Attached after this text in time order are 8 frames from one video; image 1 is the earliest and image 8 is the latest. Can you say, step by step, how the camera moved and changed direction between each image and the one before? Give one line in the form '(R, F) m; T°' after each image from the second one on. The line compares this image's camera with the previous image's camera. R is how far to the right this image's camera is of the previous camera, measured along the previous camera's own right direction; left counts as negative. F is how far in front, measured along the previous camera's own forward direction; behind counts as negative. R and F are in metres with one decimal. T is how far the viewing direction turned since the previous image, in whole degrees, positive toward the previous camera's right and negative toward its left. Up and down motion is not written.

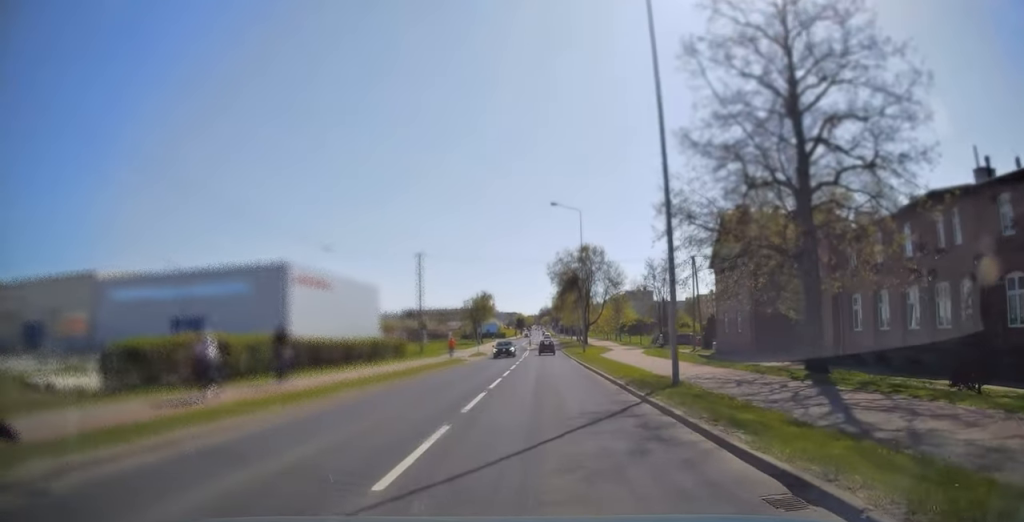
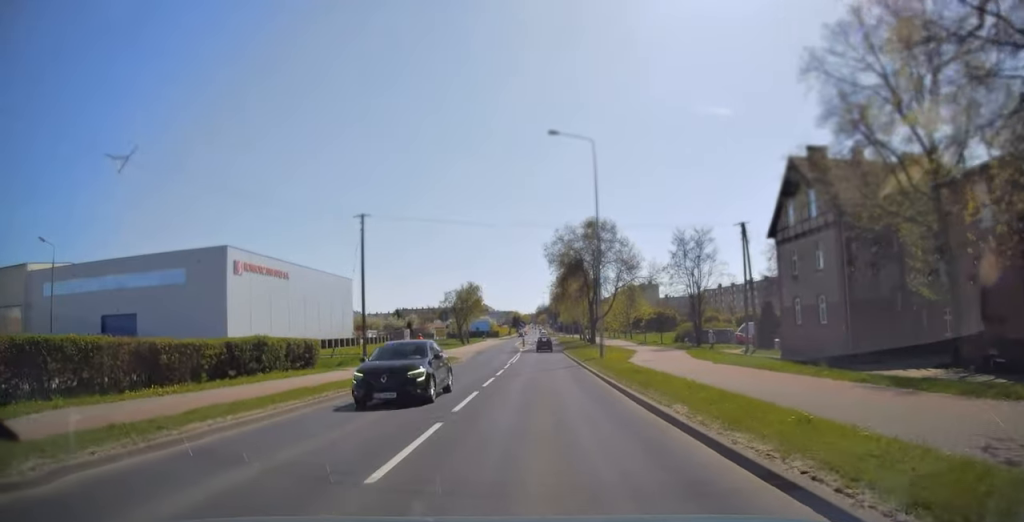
(-0.1, +17.6) m; 0°
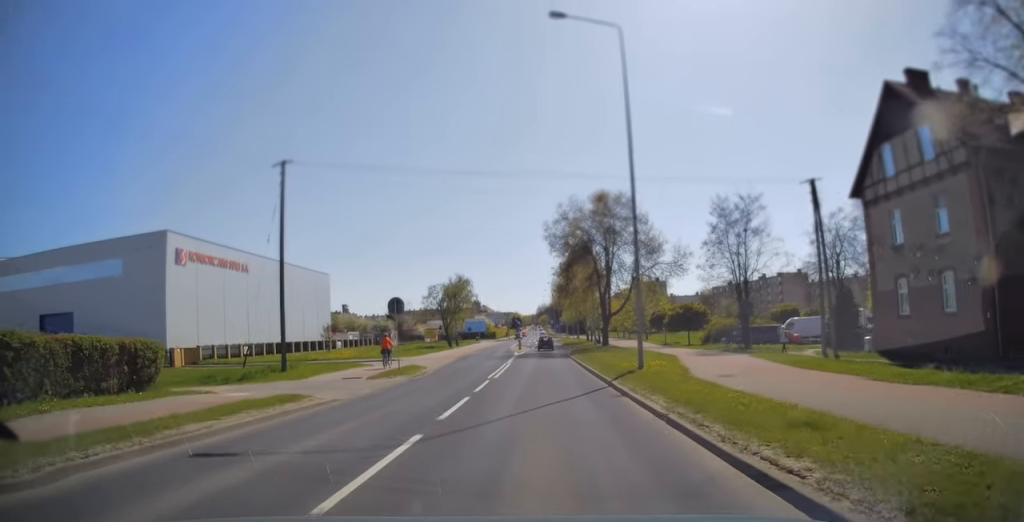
(+0.2, +13.0) m; 0°
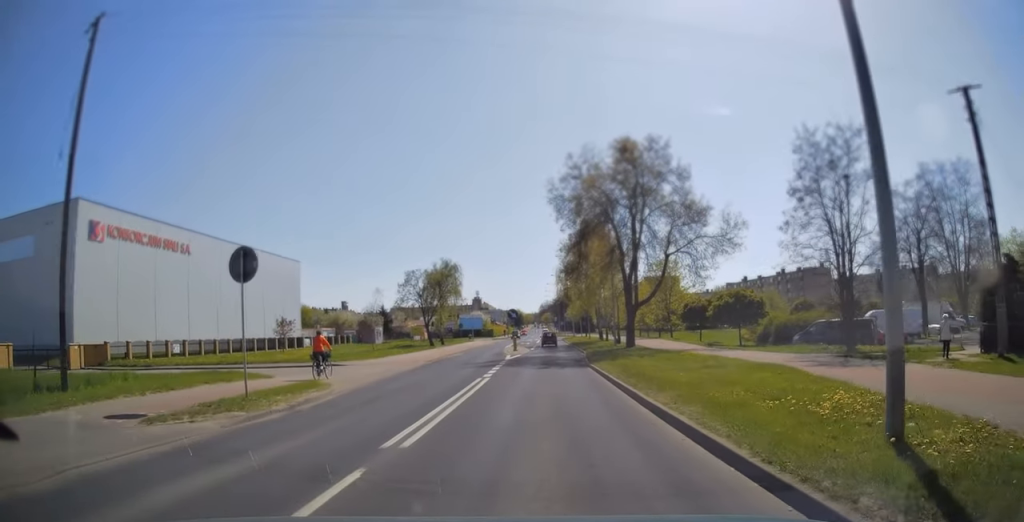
(-0.2, +14.6) m; 0°
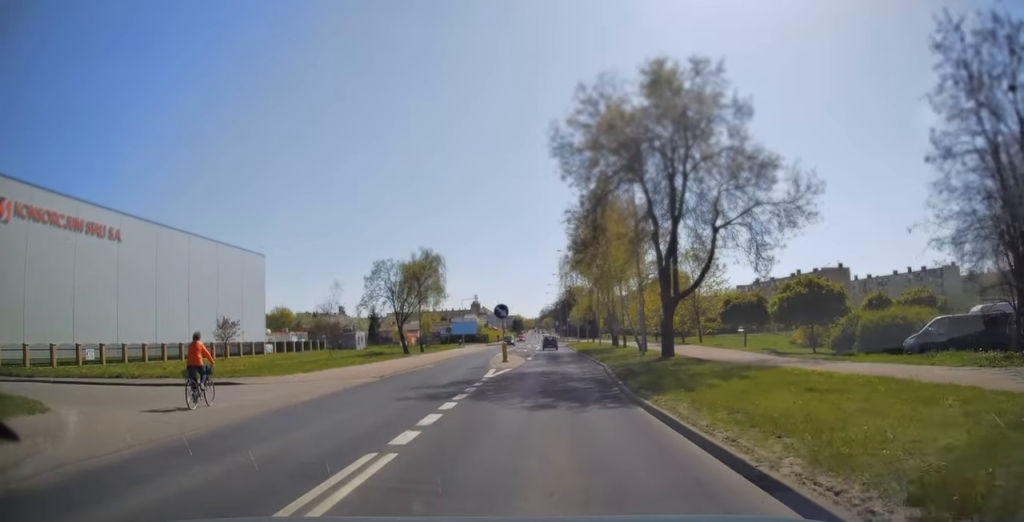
(+0.1, +12.2) m; 0°
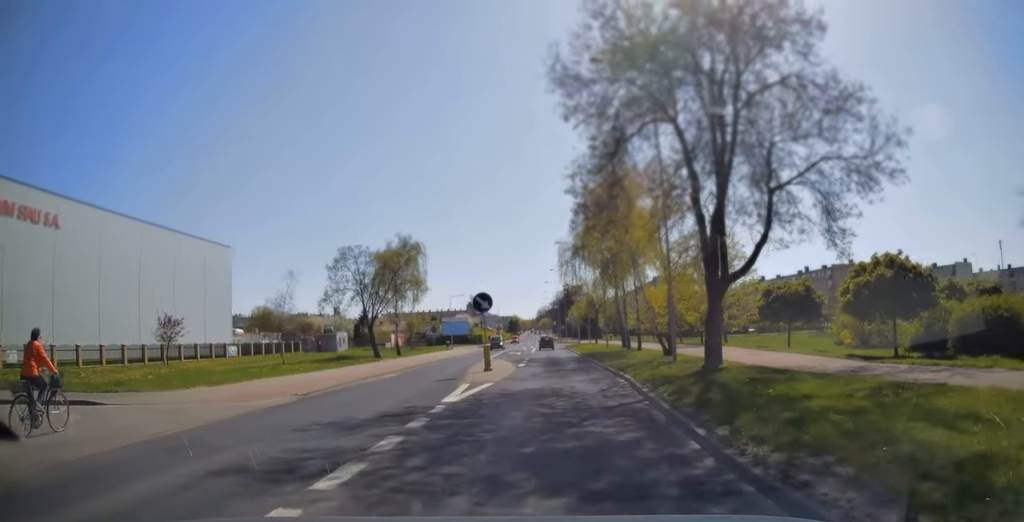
(0.0, +8.3) m; 0°
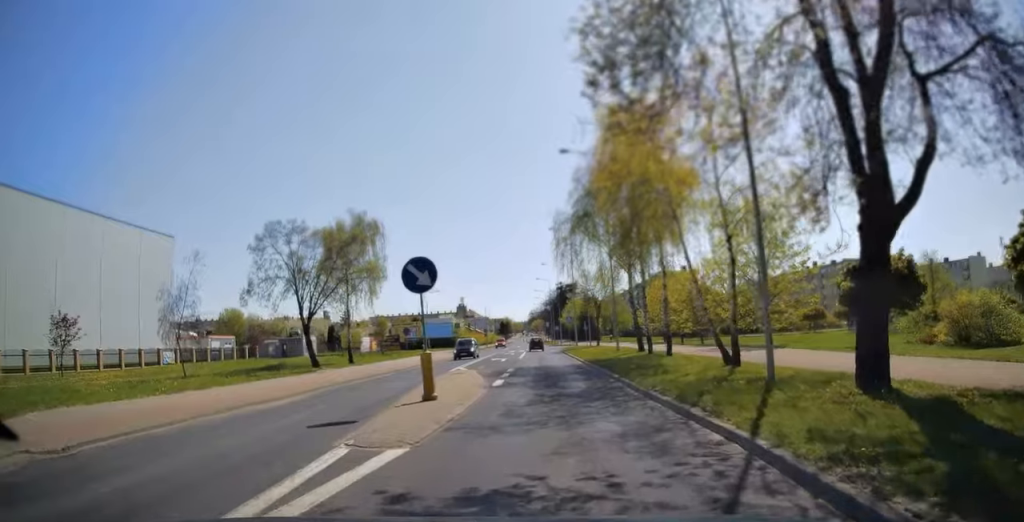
(0.0, +10.9) m; +1°
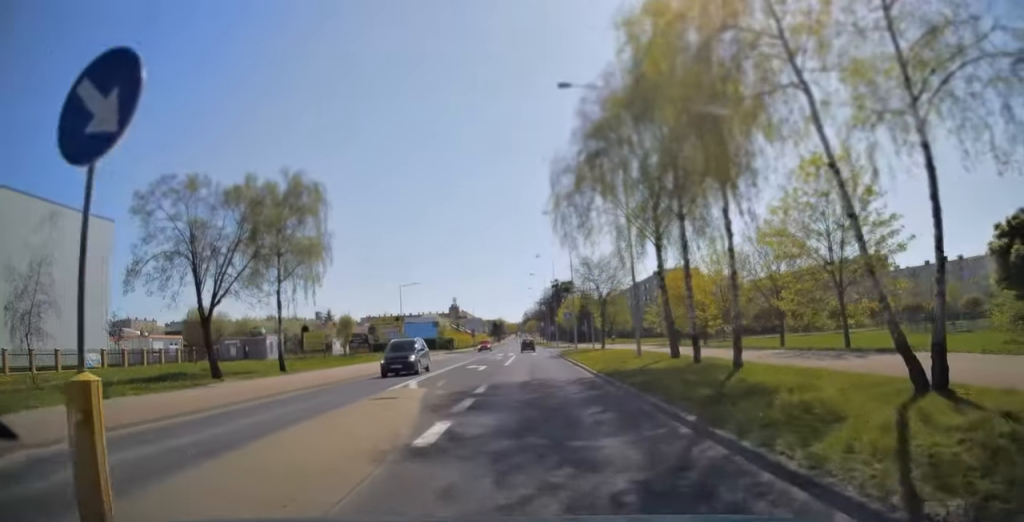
(+0.1, +10.1) m; 0°
